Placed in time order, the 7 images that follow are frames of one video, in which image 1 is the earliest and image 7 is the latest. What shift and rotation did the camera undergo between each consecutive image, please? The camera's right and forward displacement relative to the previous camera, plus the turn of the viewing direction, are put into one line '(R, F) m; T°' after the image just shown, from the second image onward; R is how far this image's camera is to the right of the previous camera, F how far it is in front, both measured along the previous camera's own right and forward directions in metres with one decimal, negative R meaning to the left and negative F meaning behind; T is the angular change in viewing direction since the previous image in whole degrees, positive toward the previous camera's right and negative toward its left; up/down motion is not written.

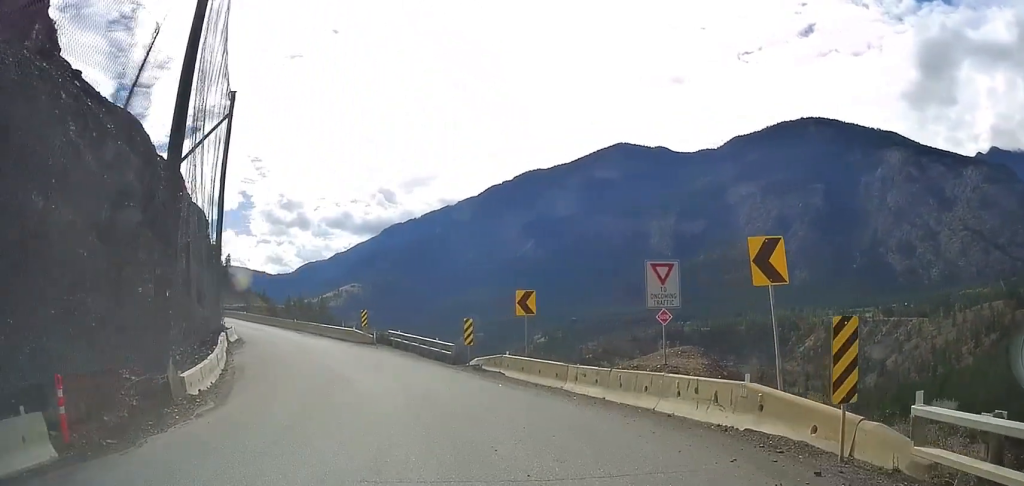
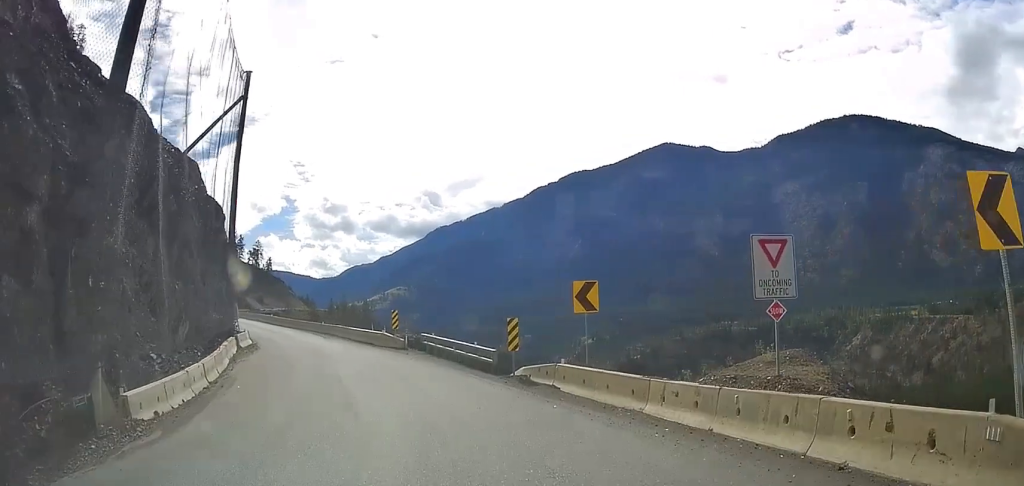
(-0.3, +4.7) m; -4°
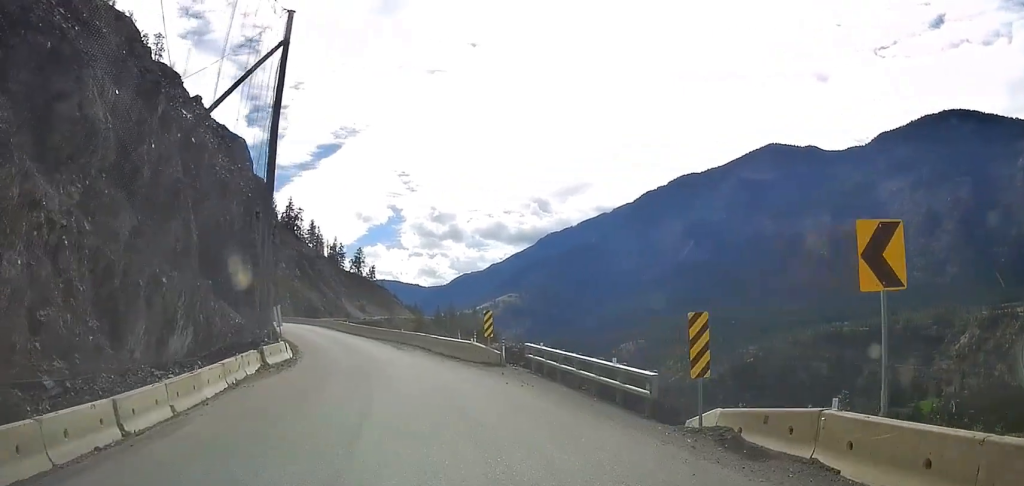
(-0.8, +9.6) m; -8°
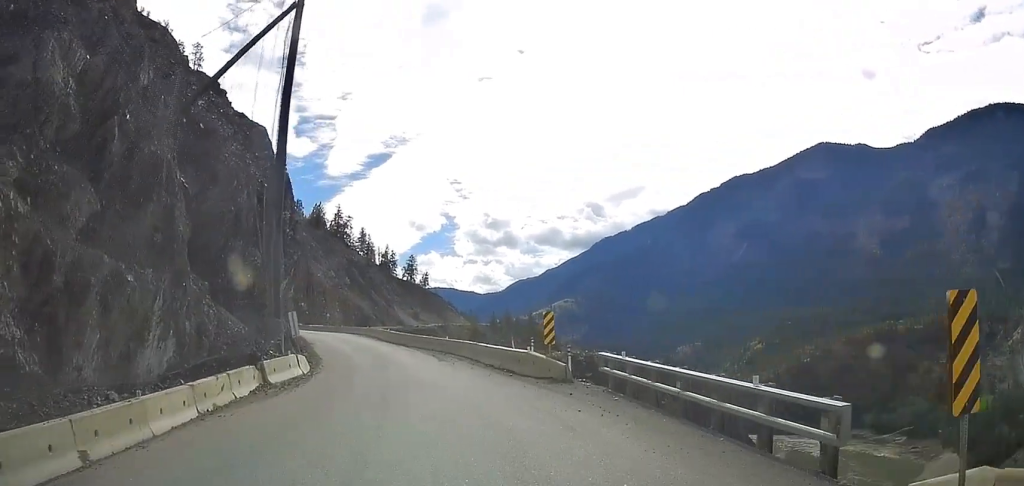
(-0.1, +4.7) m; -3°
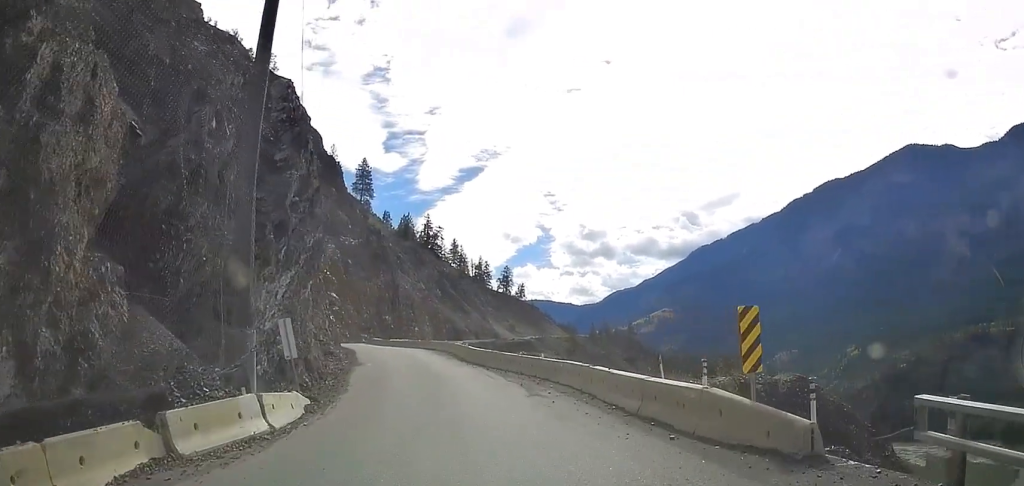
(-0.4, +9.5) m; -7°
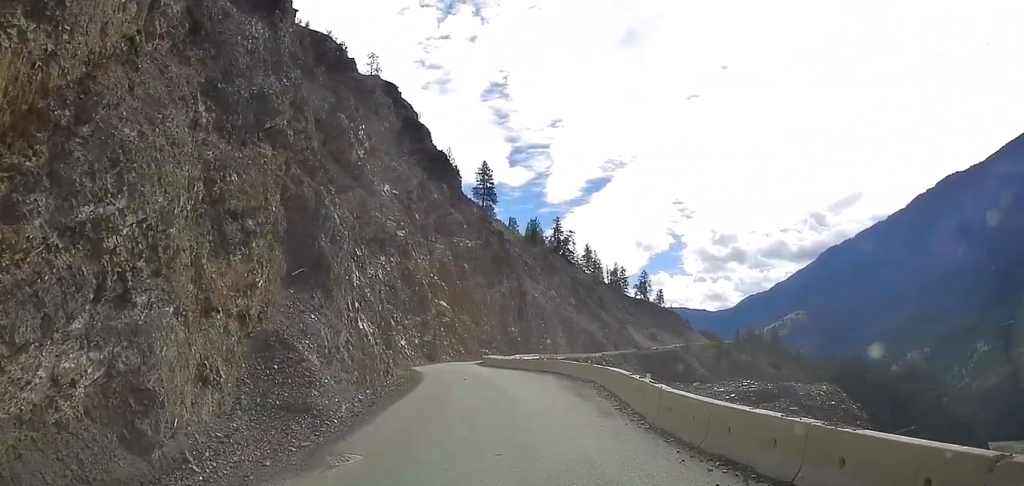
(-2.0, +18.8) m; -9°
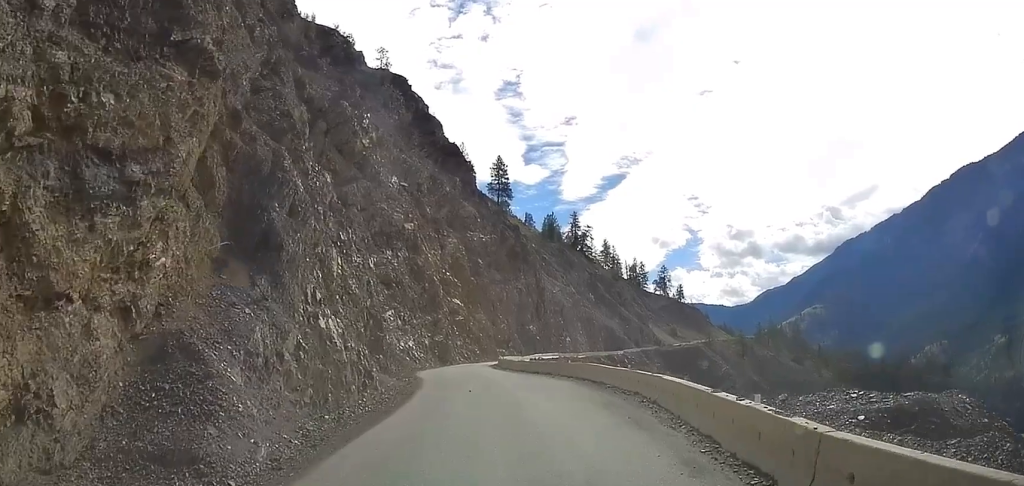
(-0.1, +5.5) m; -4°
